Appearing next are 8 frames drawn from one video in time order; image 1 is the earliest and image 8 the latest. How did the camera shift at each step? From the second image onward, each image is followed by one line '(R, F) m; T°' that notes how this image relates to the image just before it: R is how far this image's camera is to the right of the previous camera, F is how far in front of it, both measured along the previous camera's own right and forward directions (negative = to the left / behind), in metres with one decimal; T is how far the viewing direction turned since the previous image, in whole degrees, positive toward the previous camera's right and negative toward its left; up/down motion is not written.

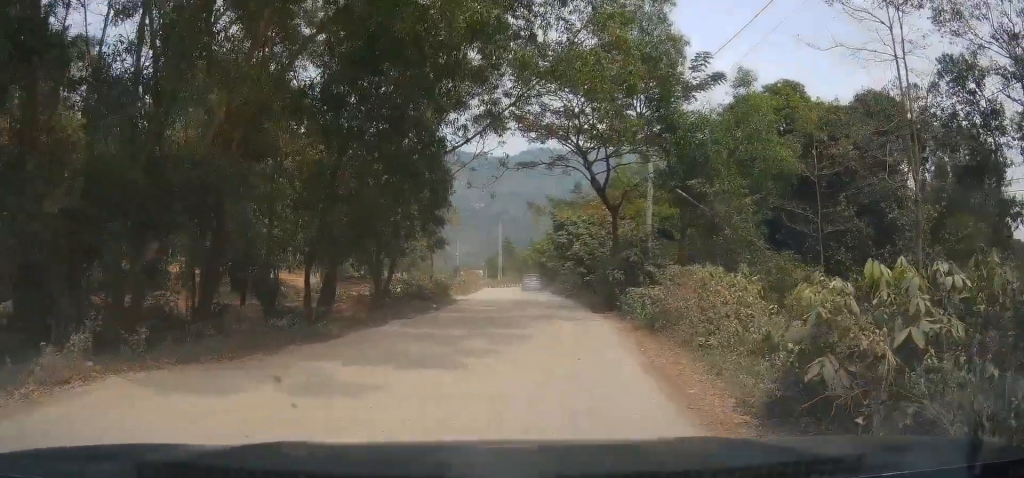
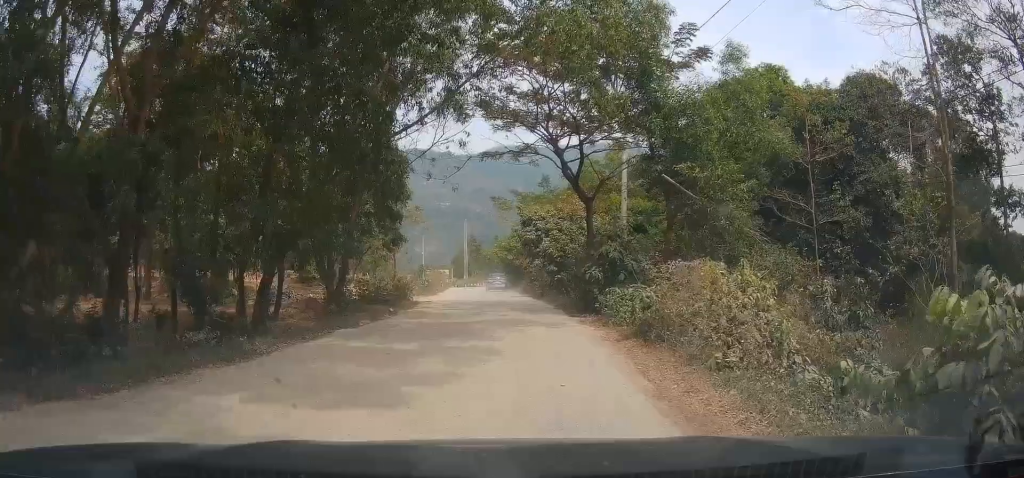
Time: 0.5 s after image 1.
(0.0, +2.6) m; +8°
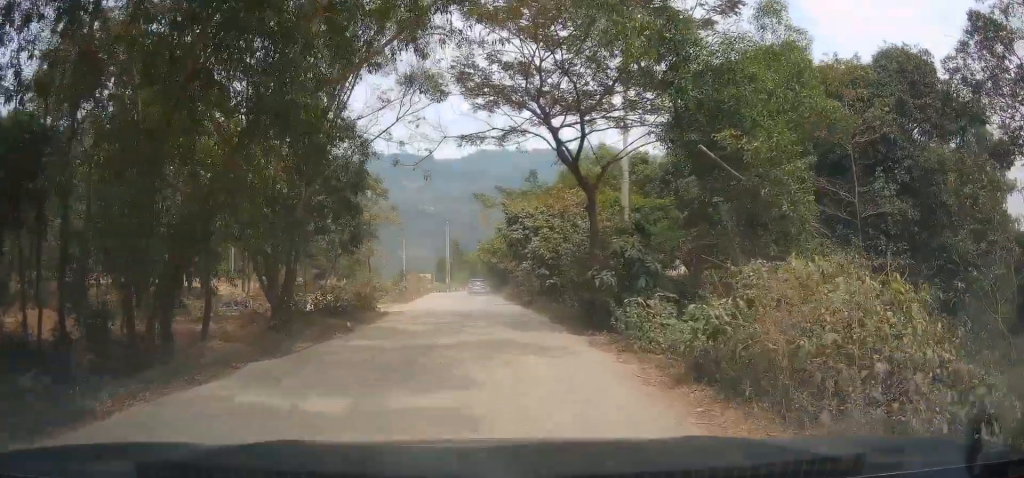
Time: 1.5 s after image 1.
(+0.8, +4.5) m; +13°
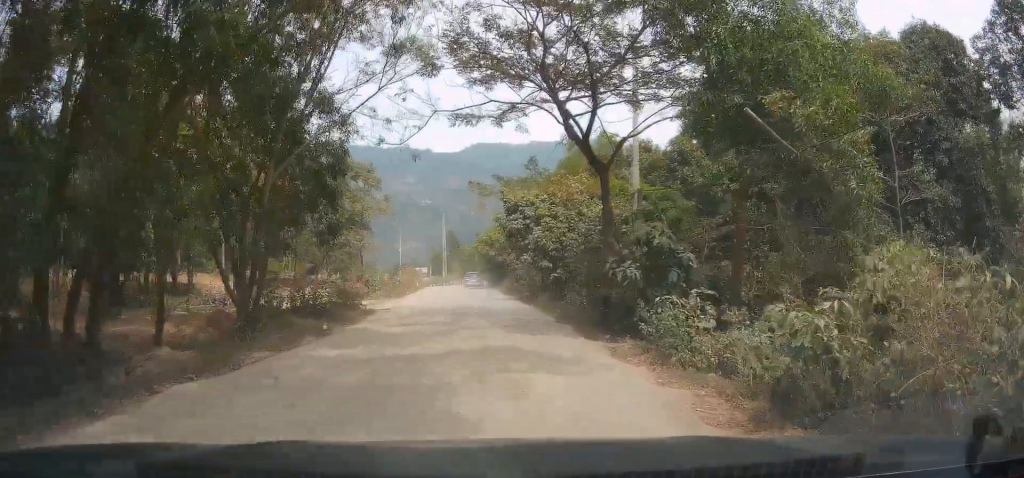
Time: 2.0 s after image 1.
(+0.1, +2.1) m; -2°
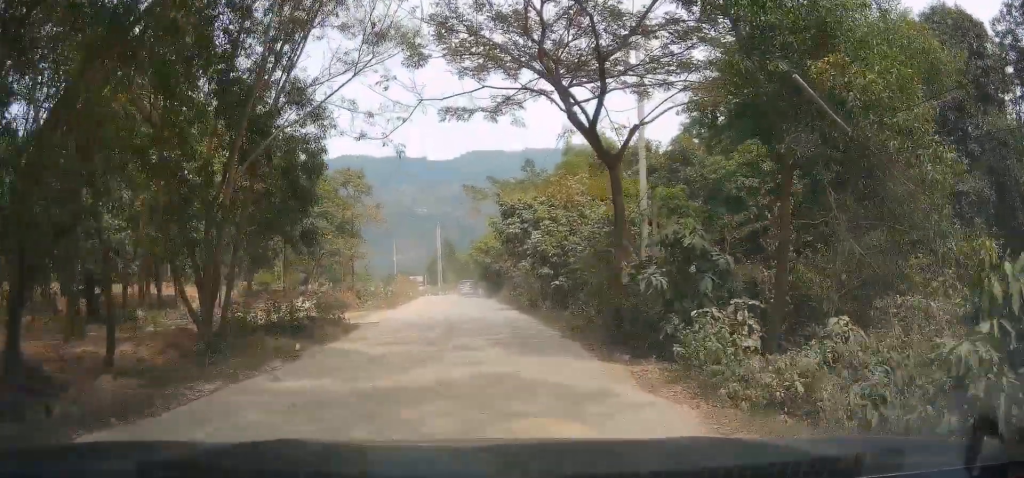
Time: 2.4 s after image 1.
(+0.2, +1.7) m; -2°
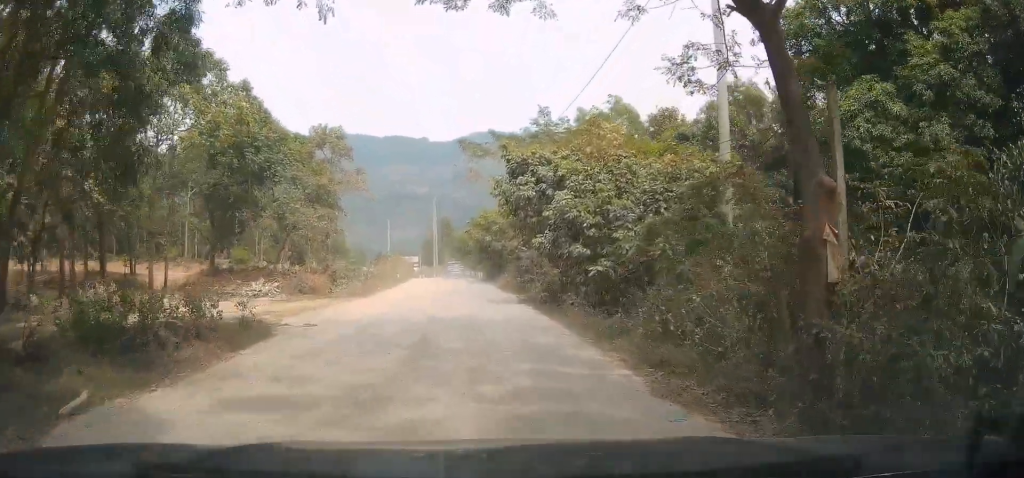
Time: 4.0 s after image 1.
(-0.6, +7.2) m; +1°
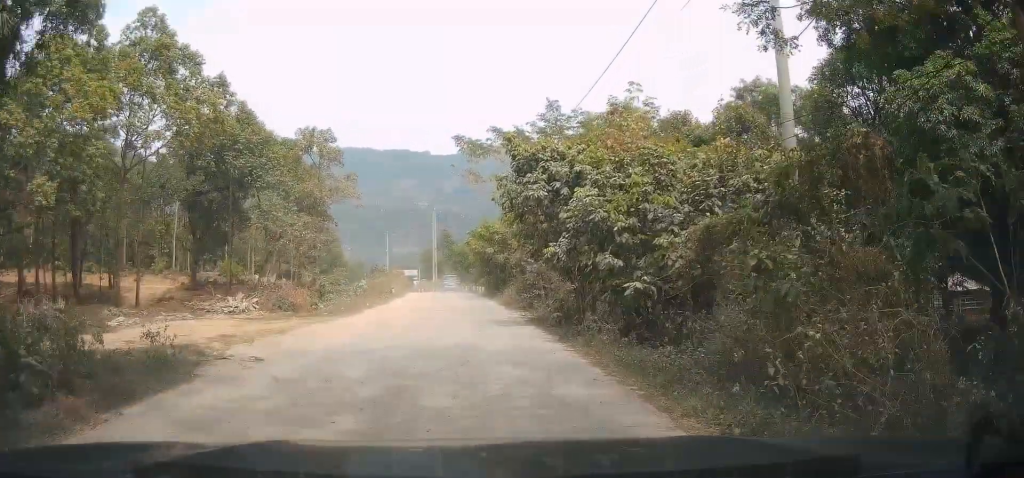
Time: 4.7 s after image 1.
(+0.1, +3.3) m; +4°
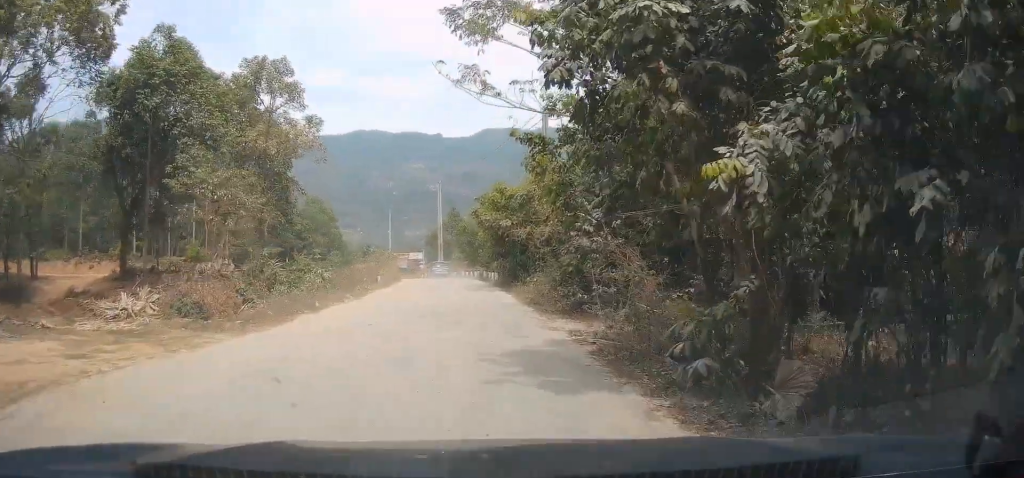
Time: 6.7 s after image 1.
(-0.2, +11.5) m; -4°
